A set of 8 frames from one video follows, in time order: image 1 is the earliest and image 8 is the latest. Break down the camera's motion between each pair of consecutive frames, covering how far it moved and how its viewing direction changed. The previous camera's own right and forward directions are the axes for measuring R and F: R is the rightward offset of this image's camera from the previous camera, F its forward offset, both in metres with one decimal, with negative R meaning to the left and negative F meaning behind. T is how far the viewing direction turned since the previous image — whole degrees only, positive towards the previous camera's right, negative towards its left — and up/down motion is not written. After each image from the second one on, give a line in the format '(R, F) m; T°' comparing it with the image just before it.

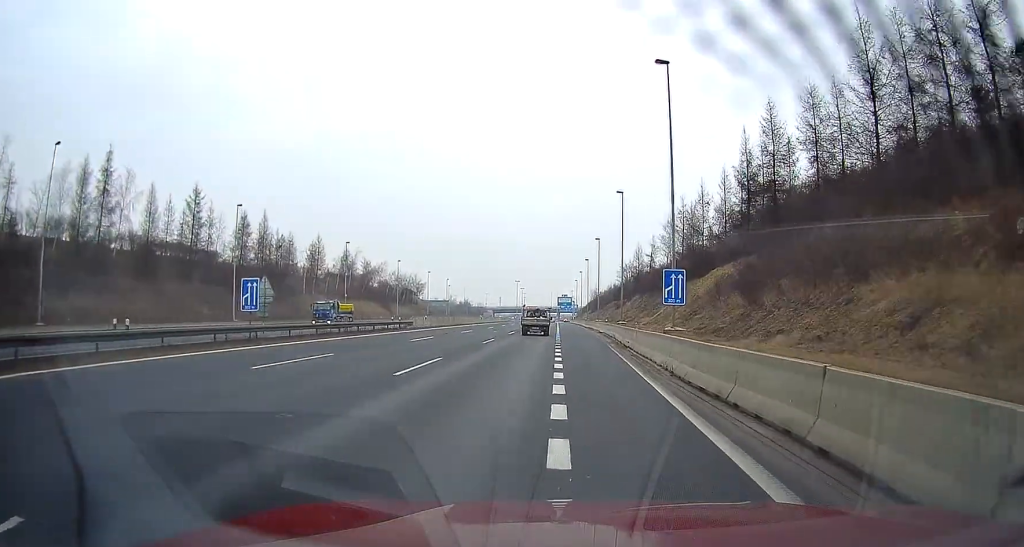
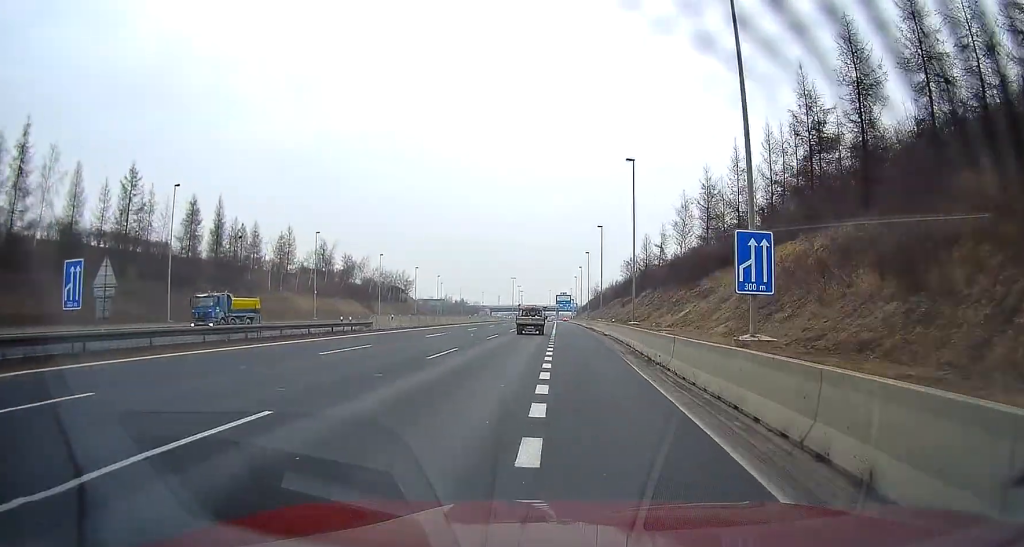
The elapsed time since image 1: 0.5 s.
(0.0, +12.6) m; 0°
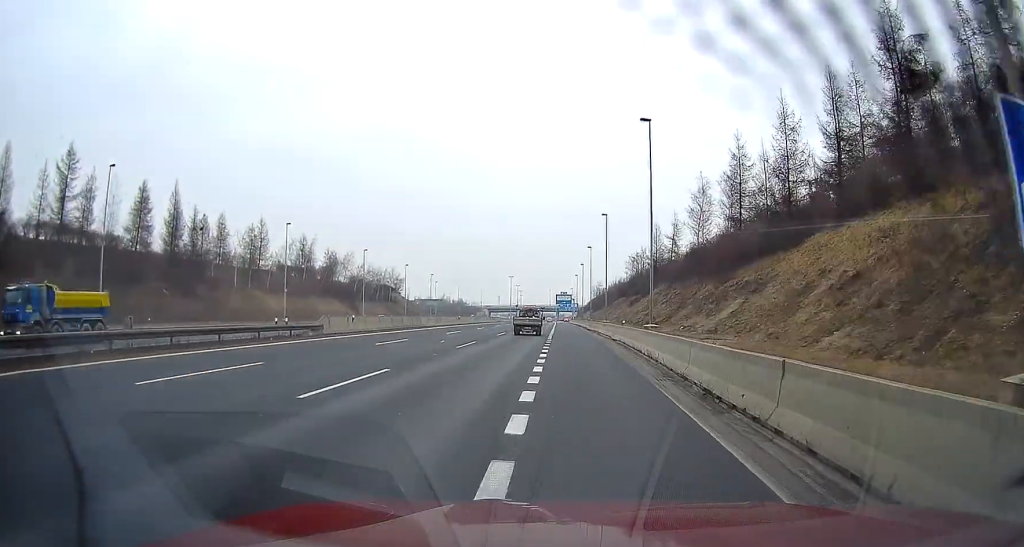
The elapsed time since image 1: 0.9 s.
(-0.1, +10.6) m; 0°
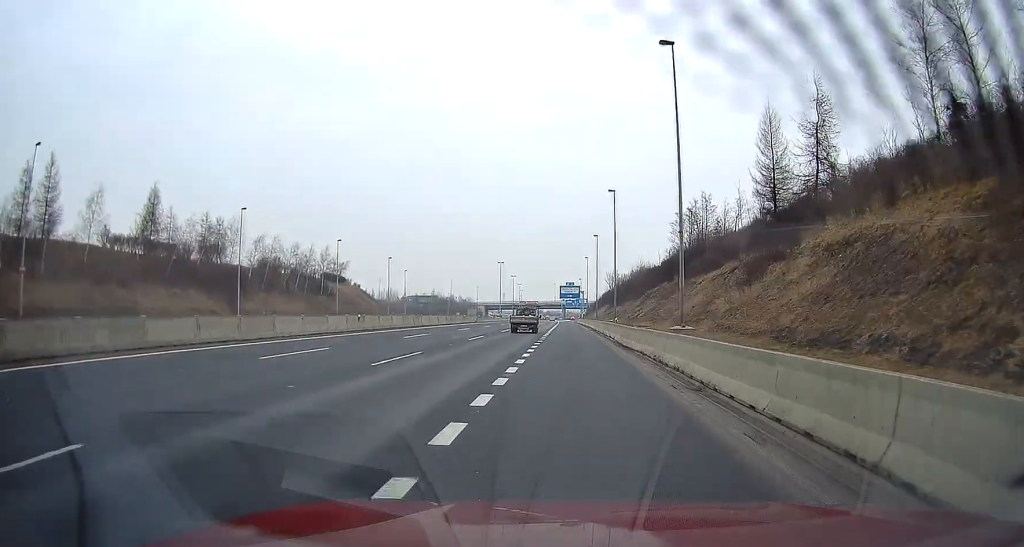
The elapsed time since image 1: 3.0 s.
(+0.2, +49.2) m; 0°
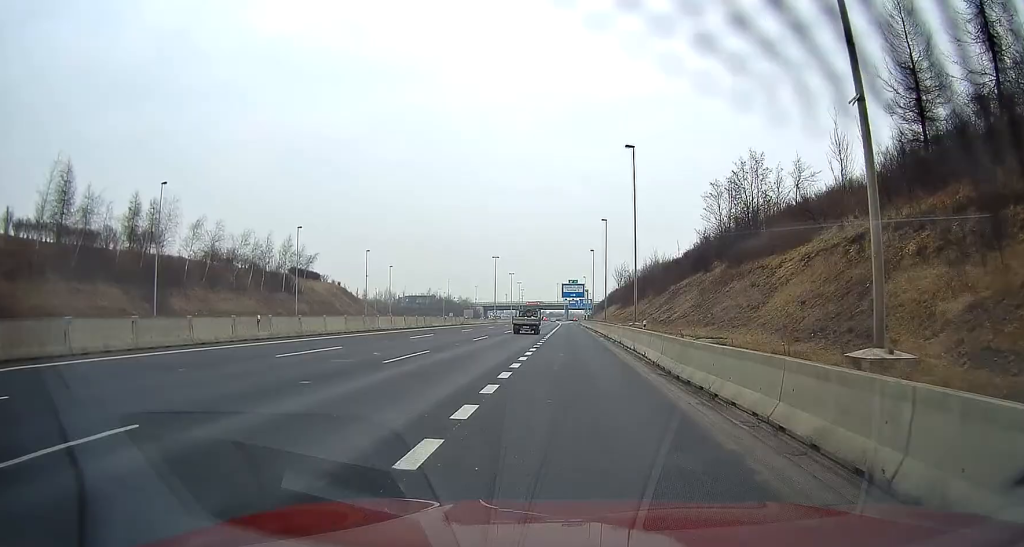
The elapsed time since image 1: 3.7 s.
(0.0, +17.4) m; 0°
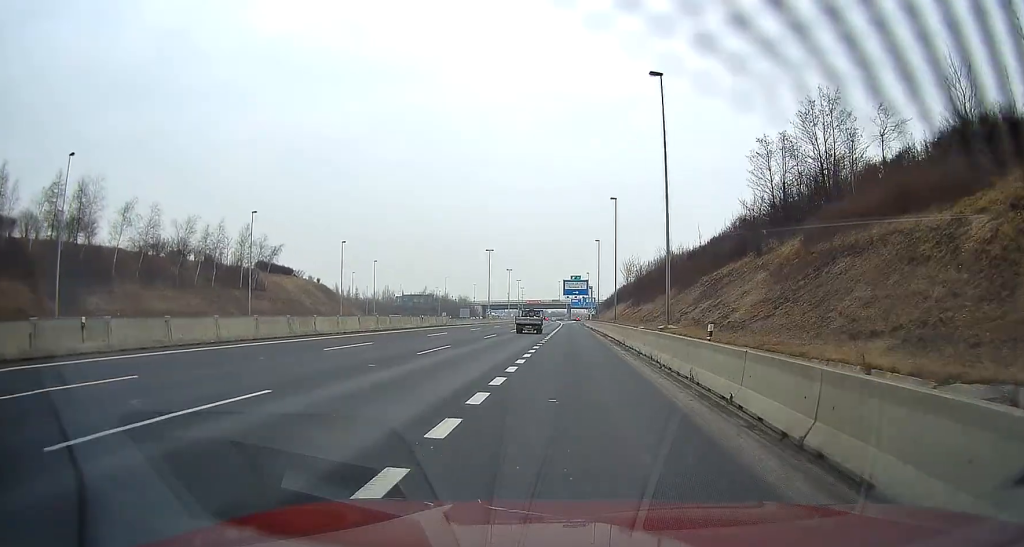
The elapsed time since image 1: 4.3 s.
(-0.1, +14.6) m; 0°
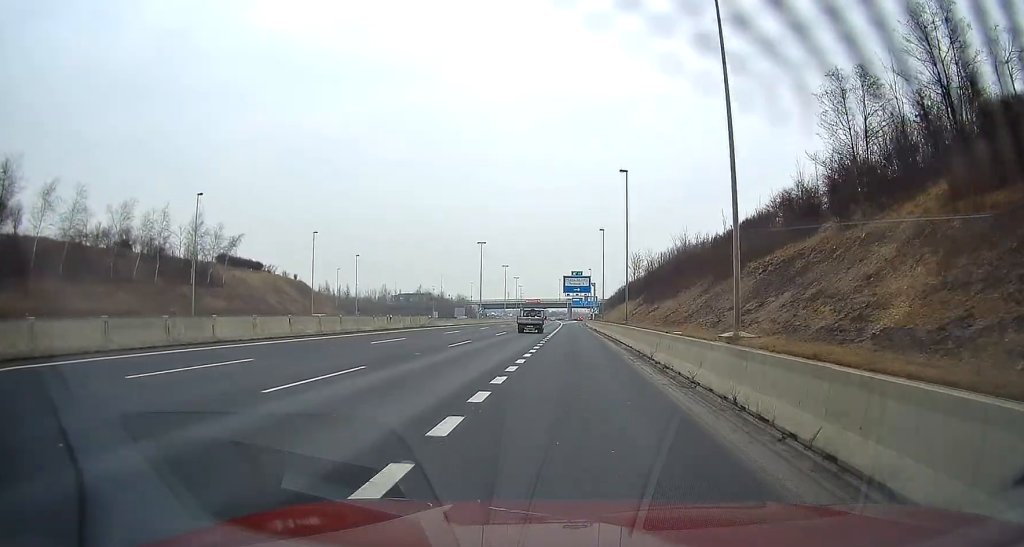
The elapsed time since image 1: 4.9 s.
(+0.1, +12.9) m; 0°
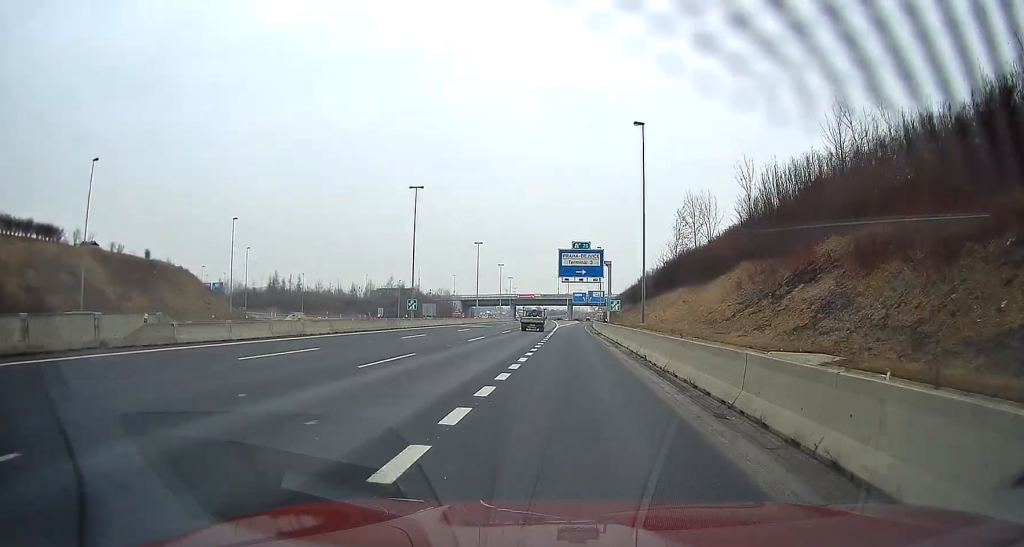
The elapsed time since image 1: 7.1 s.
(-0.6, +50.6) m; -1°
